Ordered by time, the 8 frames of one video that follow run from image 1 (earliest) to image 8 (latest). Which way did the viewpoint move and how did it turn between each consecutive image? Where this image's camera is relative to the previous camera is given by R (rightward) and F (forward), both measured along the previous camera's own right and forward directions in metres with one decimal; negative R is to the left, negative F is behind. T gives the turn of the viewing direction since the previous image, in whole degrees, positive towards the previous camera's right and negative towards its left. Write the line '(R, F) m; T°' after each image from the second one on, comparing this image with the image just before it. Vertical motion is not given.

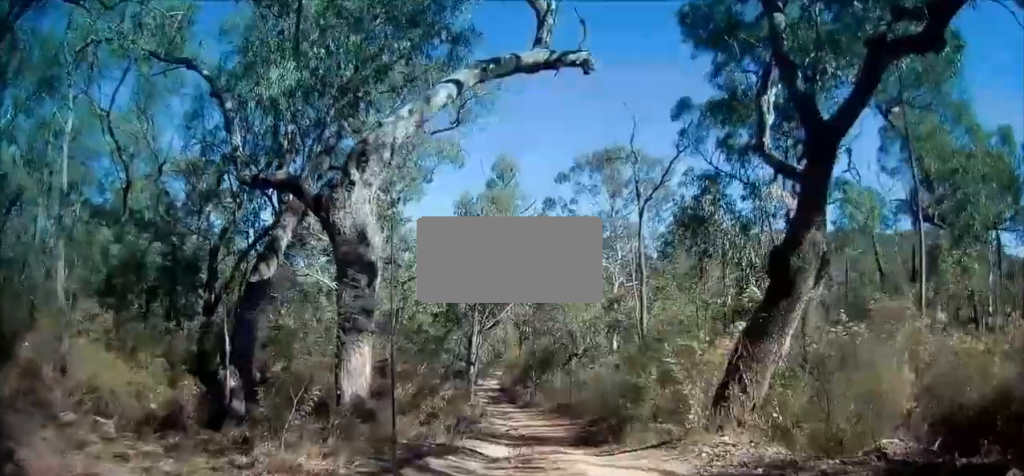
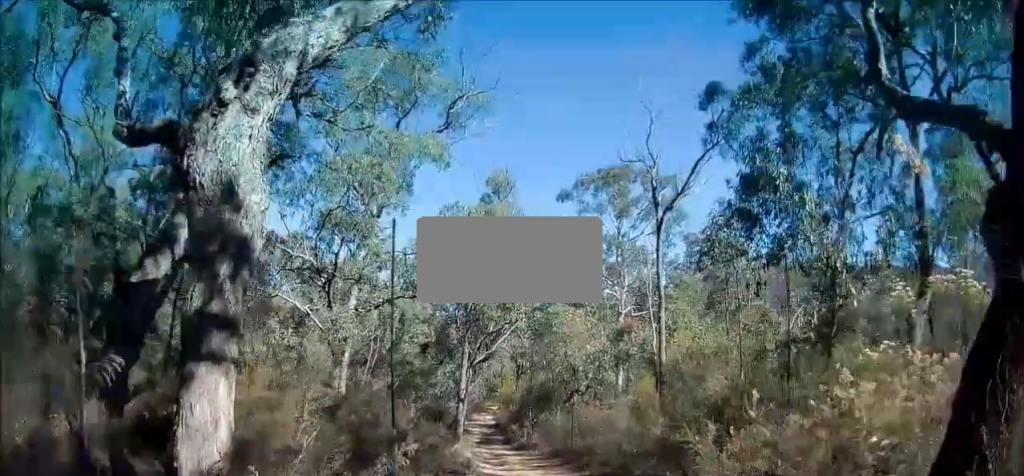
(-0.4, +4.9) m; -1°
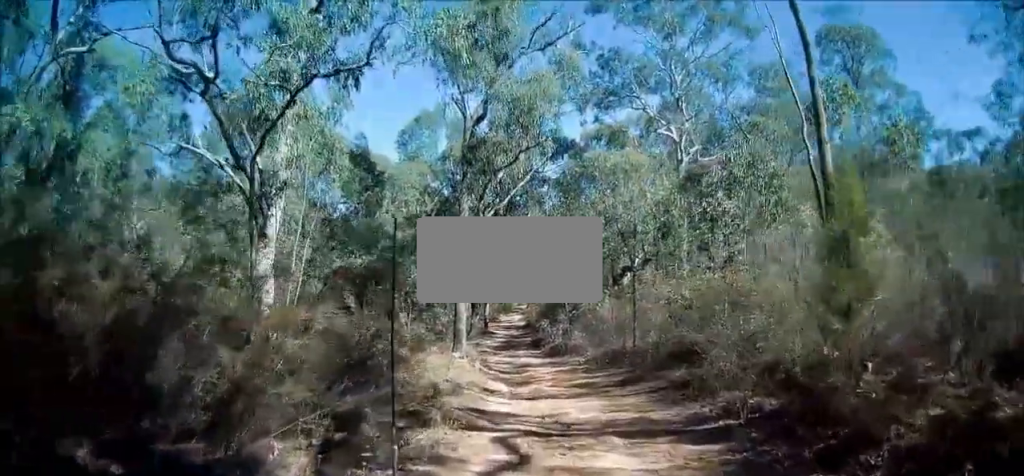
(+0.3, +12.3) m; -3°
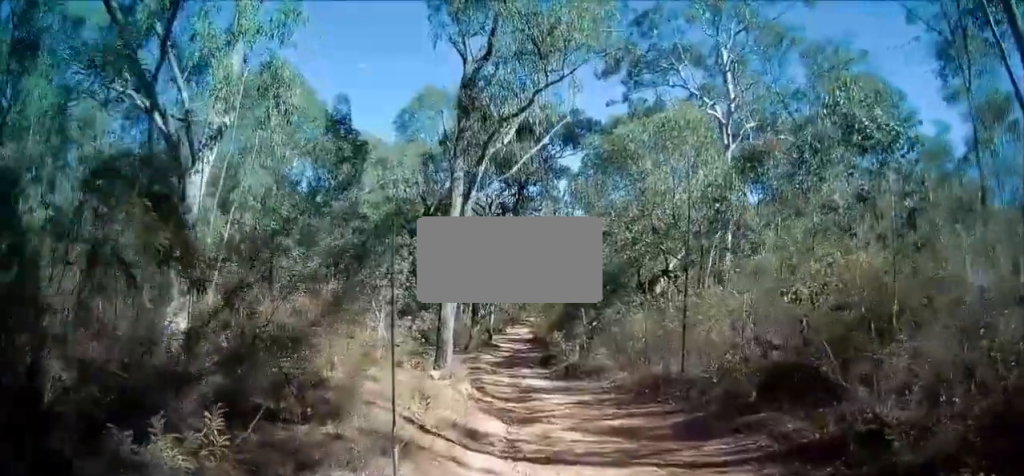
(-0.2, +5.7) m; -4°
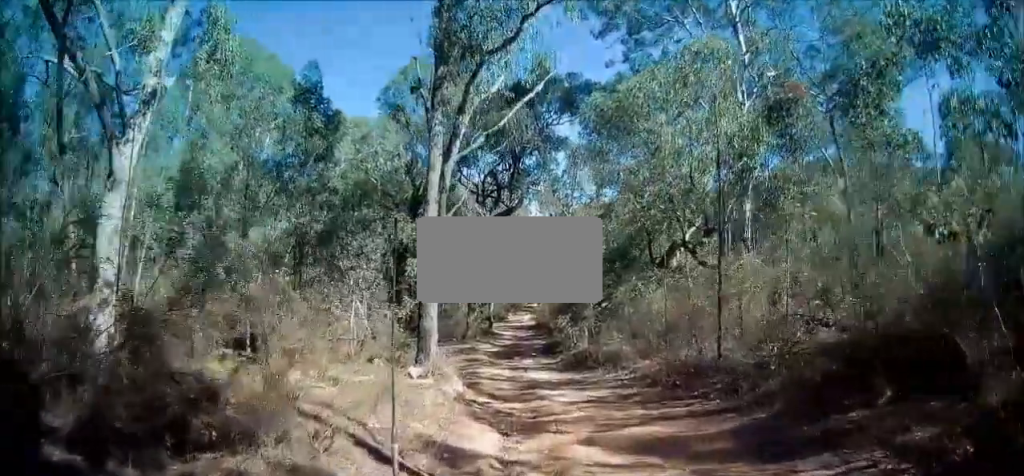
(0.0, +3.0) m; -2°
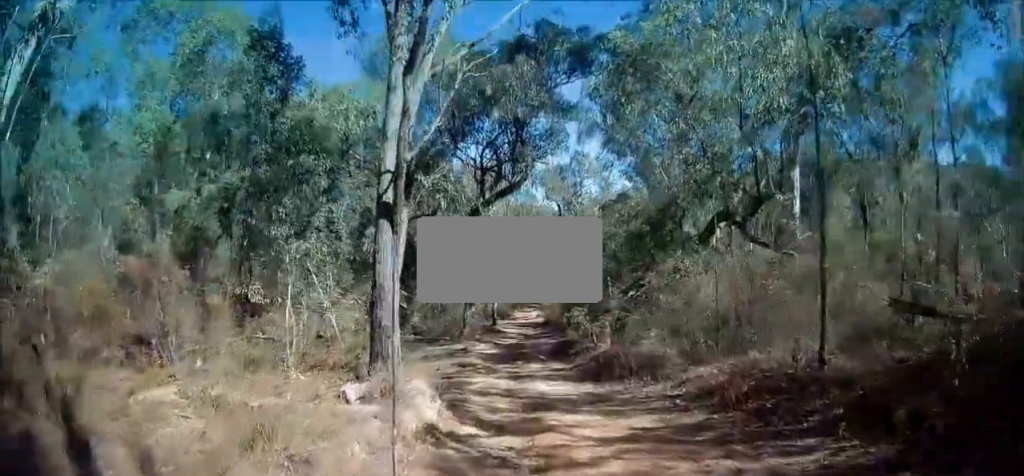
(-0.1, +4.7) m; -6°
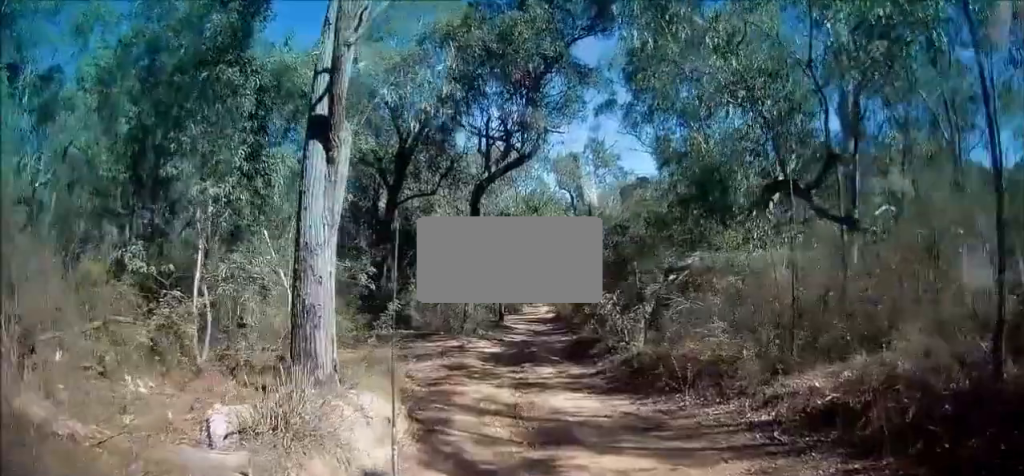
(-0.3, +4.1) m; +3°
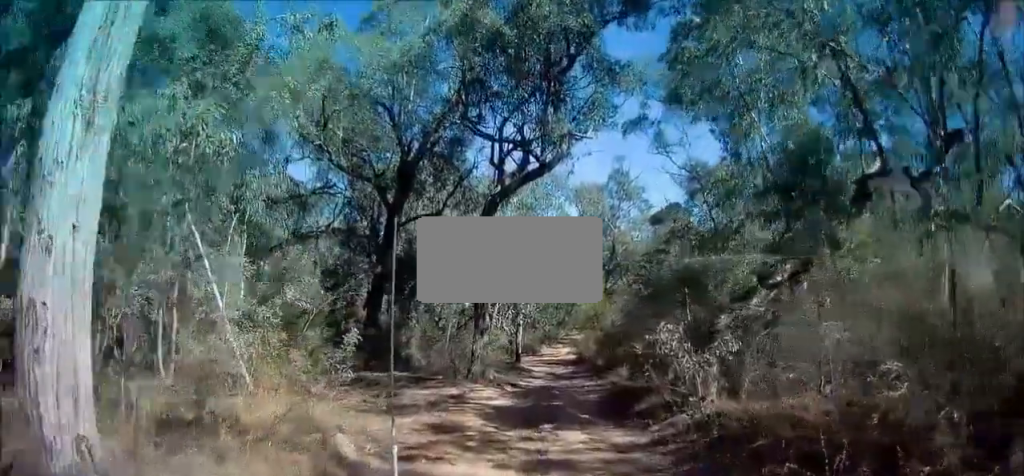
(-0.5, +4.0) m; +9°
